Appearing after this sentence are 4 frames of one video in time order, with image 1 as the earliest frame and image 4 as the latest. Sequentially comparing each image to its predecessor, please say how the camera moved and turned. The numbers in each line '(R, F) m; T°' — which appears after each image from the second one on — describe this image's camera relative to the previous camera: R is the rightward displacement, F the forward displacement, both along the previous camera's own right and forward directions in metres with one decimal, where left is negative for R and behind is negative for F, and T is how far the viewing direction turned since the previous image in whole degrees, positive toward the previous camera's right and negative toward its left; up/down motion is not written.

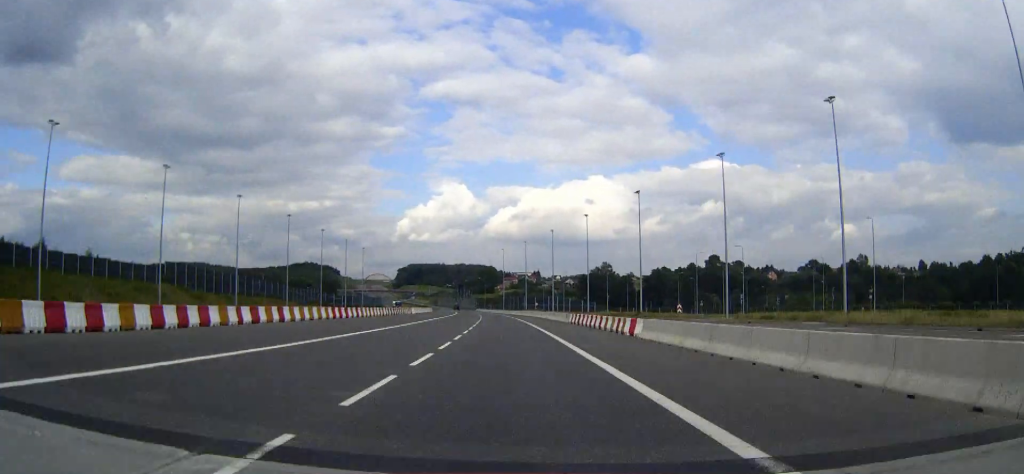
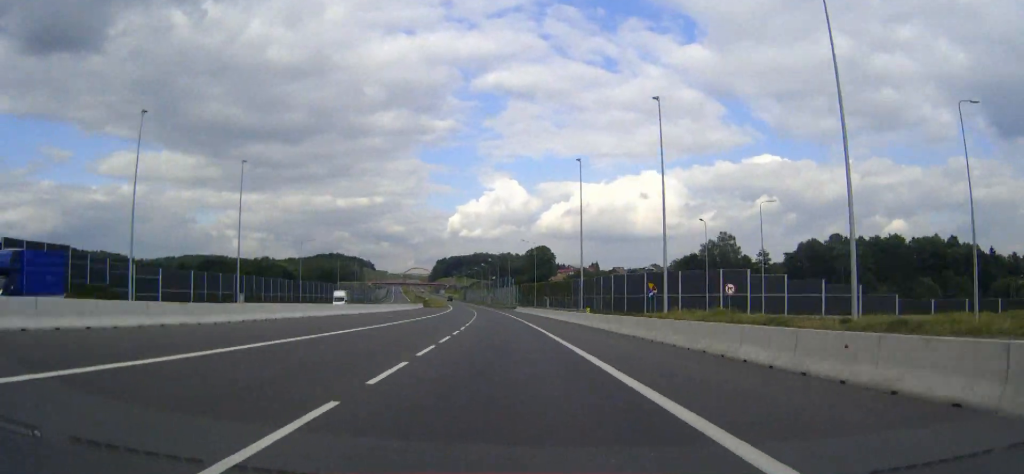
(-5.4, +149.0) m; -4°
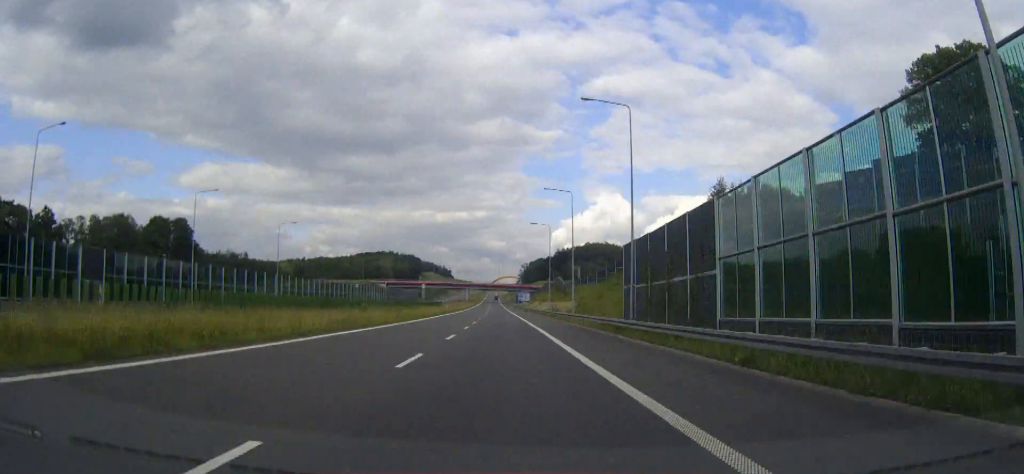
(-21.3, +302.4) m; -7°
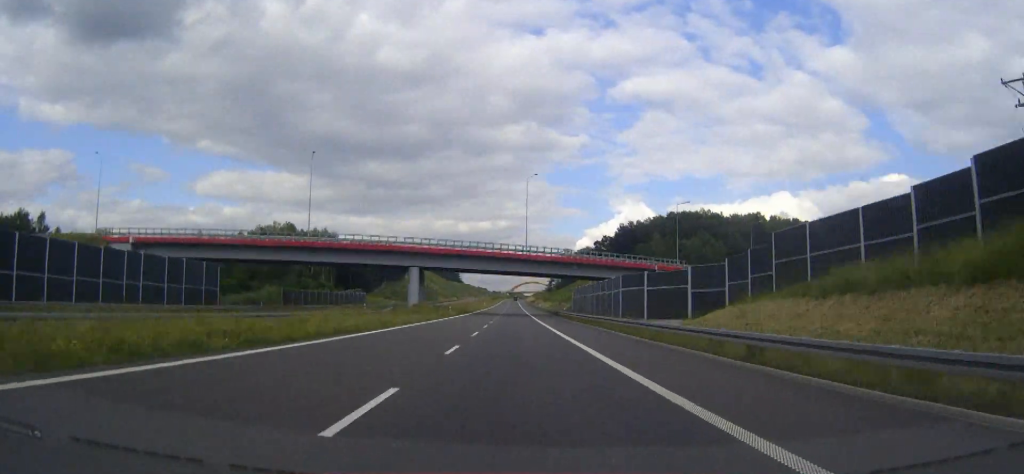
(-4.4, +221.9) m; -1°
